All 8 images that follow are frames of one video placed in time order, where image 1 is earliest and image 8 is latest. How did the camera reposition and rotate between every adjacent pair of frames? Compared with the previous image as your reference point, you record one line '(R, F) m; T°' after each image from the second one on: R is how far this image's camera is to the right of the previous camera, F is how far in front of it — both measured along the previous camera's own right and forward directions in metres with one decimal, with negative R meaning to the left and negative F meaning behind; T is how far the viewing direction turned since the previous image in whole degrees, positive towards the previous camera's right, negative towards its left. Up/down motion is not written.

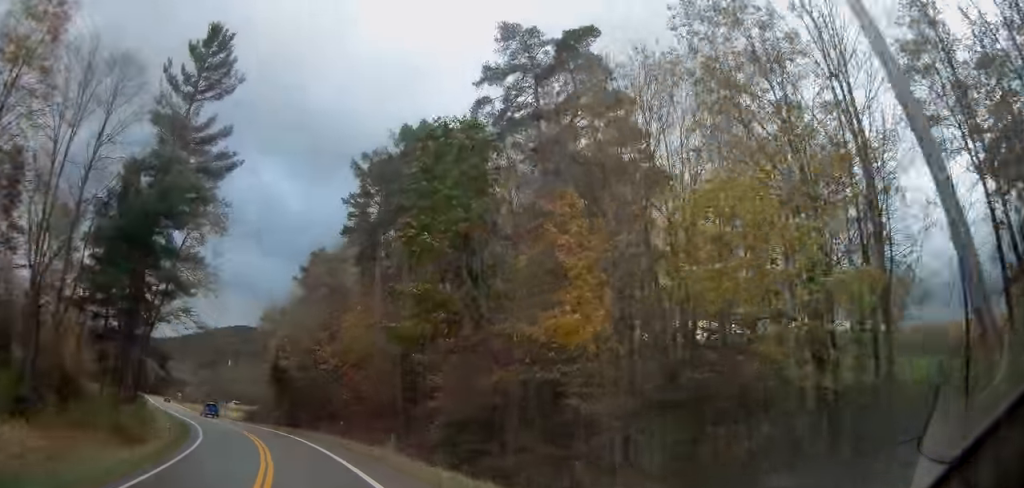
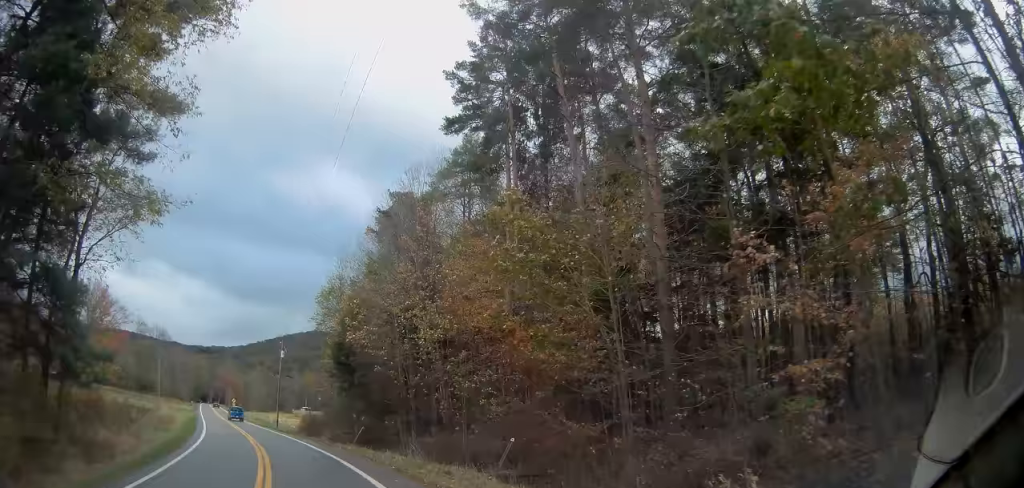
(-1.2, +22.2) m; -7°
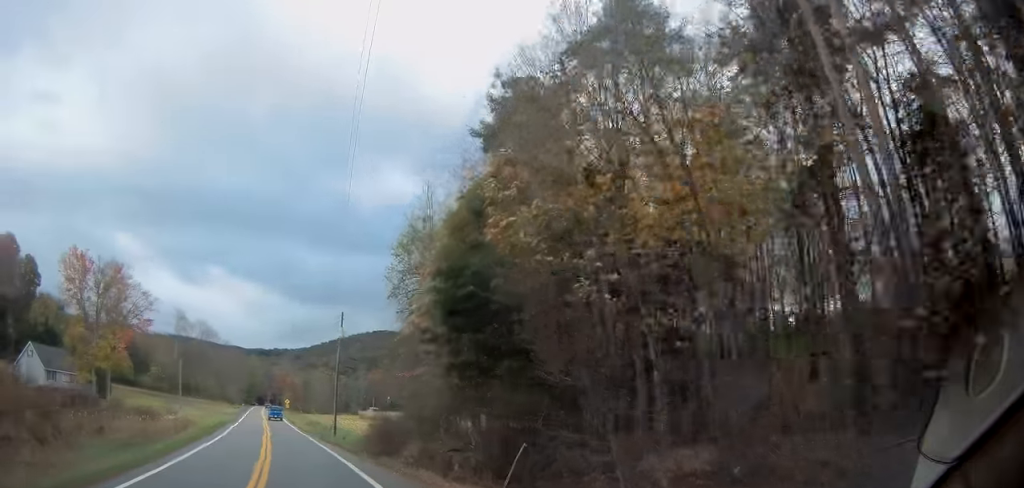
(-1.3, +19.7) m; -7°
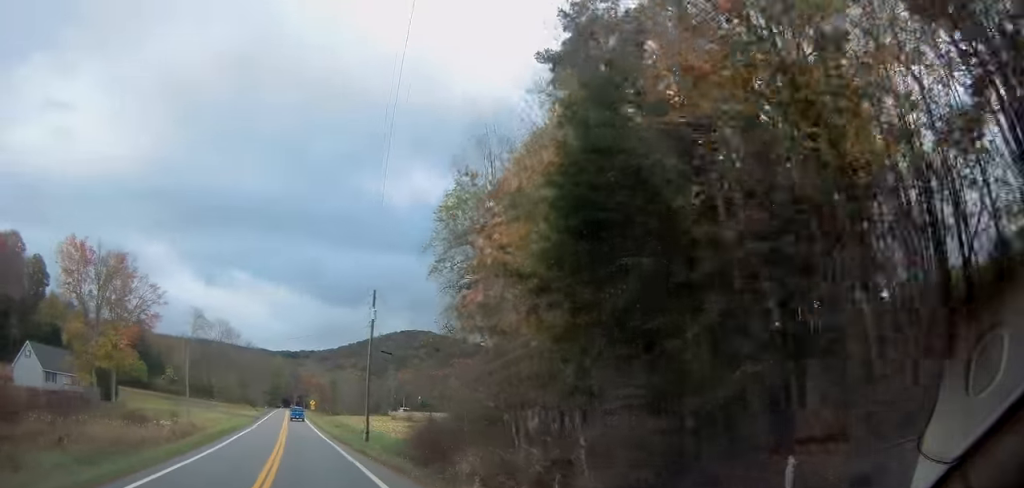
(-0.1, +8.3) m; -3°
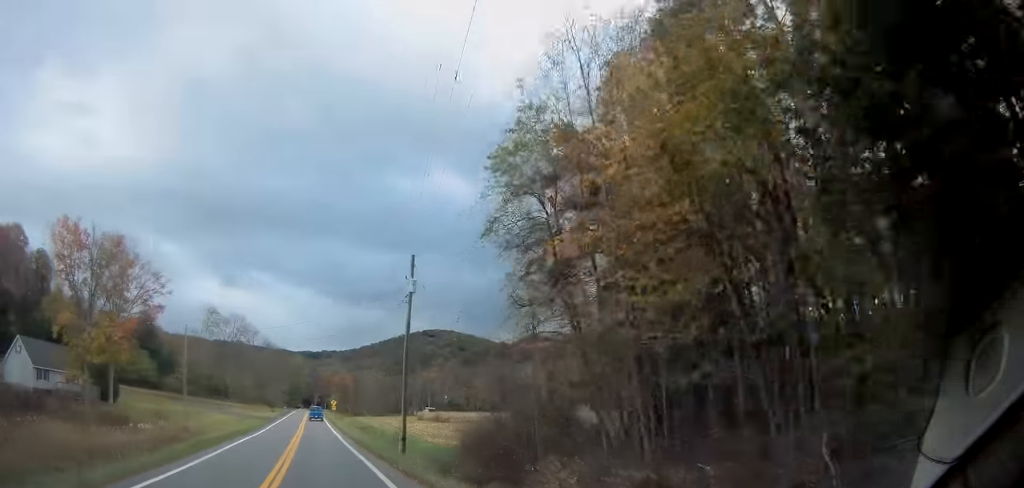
(-0.4, +8.5) m; -1°
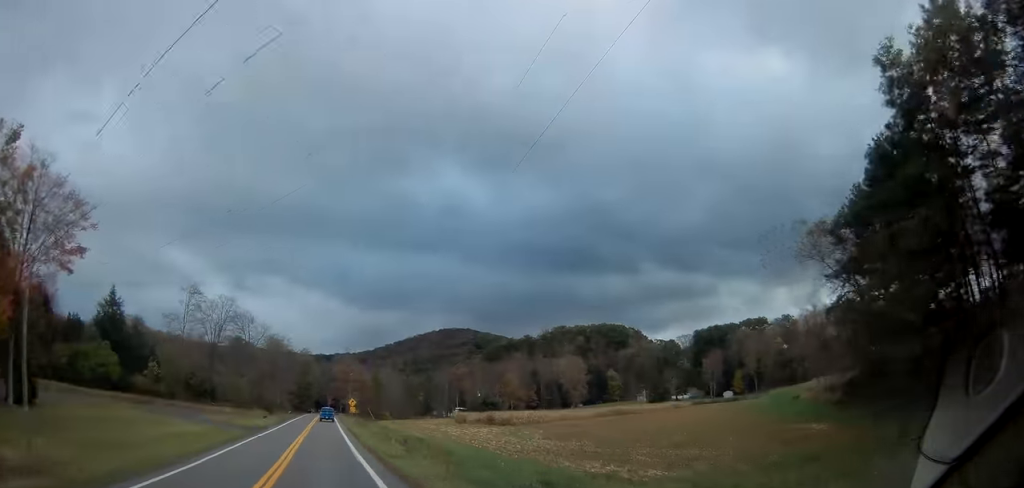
(-0.7, +30.1) m; -2°
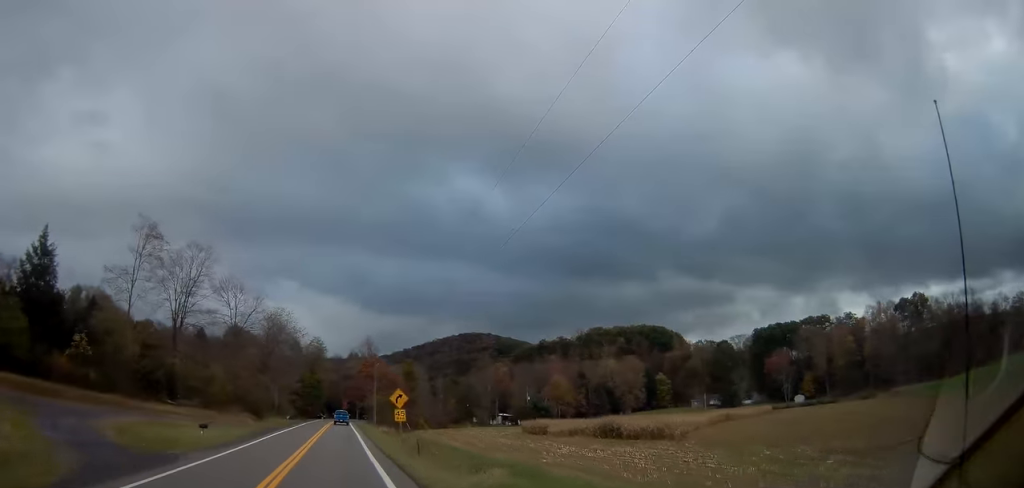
(-0.1, +36.4) m; 0°
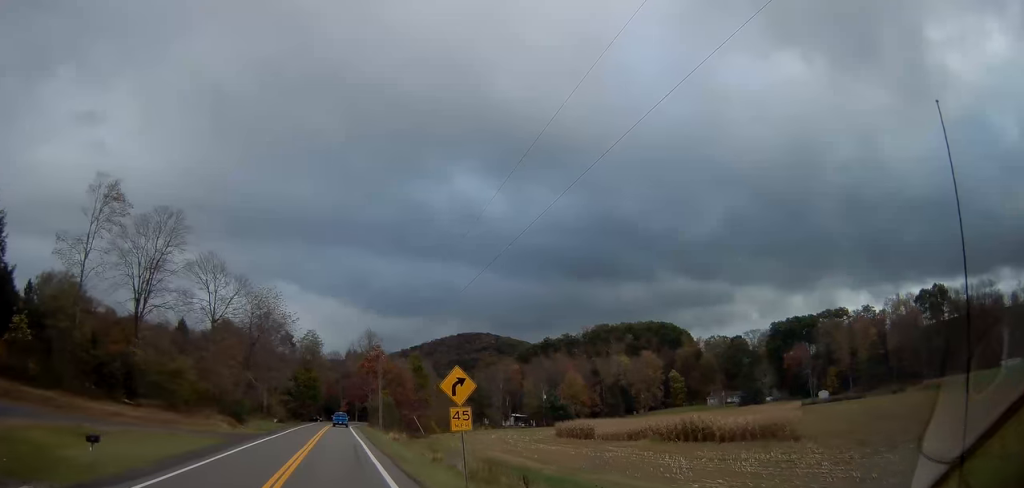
(0.0, +14.8) m; 0°
